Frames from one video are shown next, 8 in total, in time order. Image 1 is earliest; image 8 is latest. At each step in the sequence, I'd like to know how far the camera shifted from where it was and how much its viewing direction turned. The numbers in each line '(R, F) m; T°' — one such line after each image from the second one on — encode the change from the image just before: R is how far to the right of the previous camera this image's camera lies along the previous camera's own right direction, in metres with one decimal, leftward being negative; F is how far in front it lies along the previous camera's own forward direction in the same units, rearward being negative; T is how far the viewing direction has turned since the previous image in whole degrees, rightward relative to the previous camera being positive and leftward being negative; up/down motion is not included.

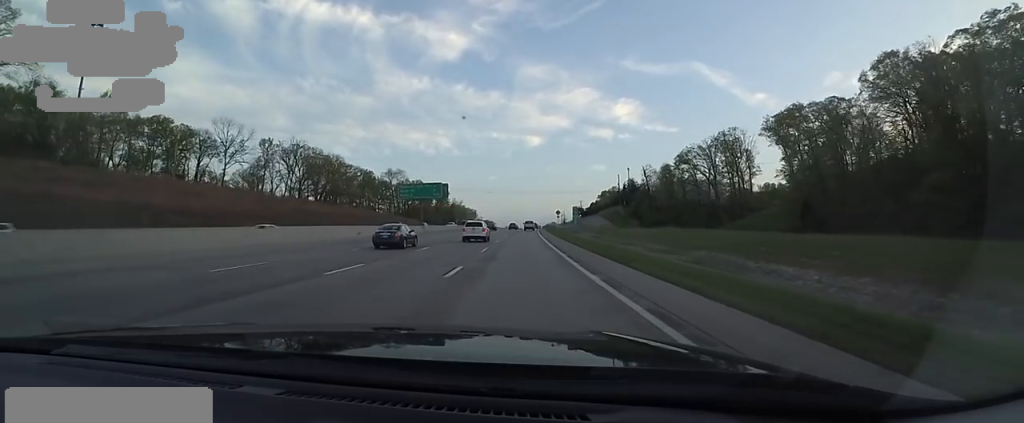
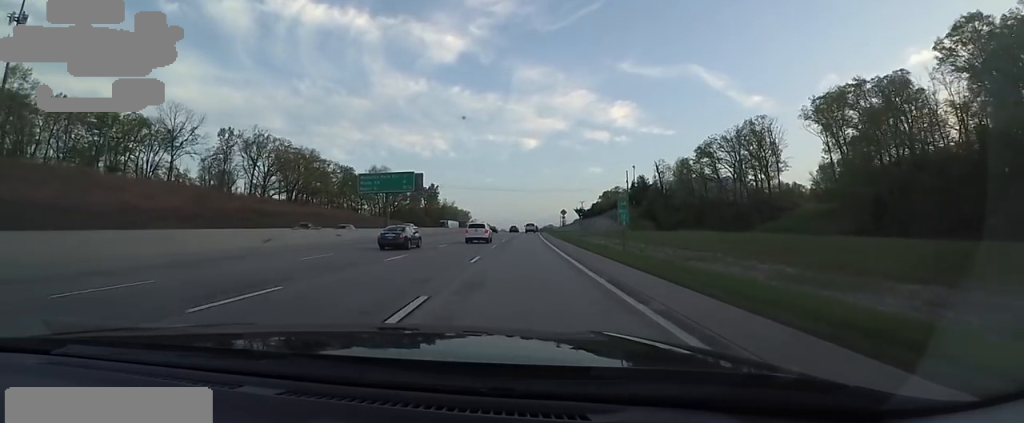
(+0.1, +18.3) m; 0°
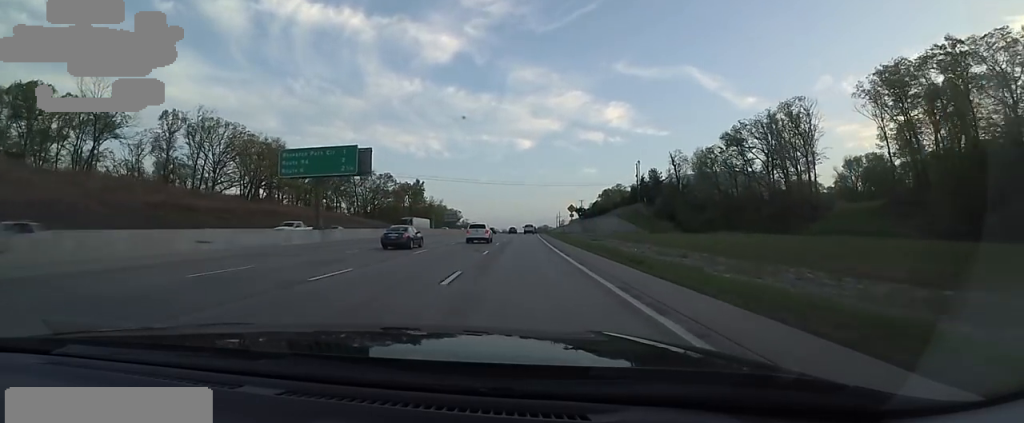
(+0.3, +19.0) m; 0°
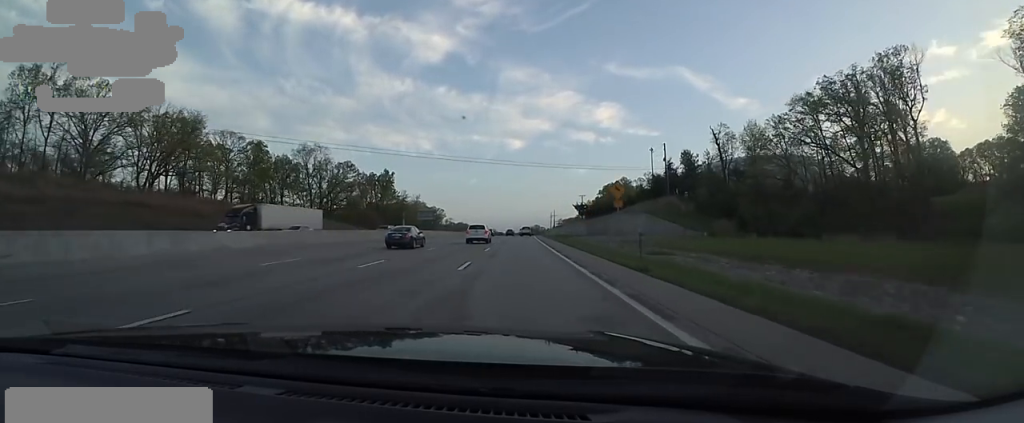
(-0.2, +32.7) m; 0°
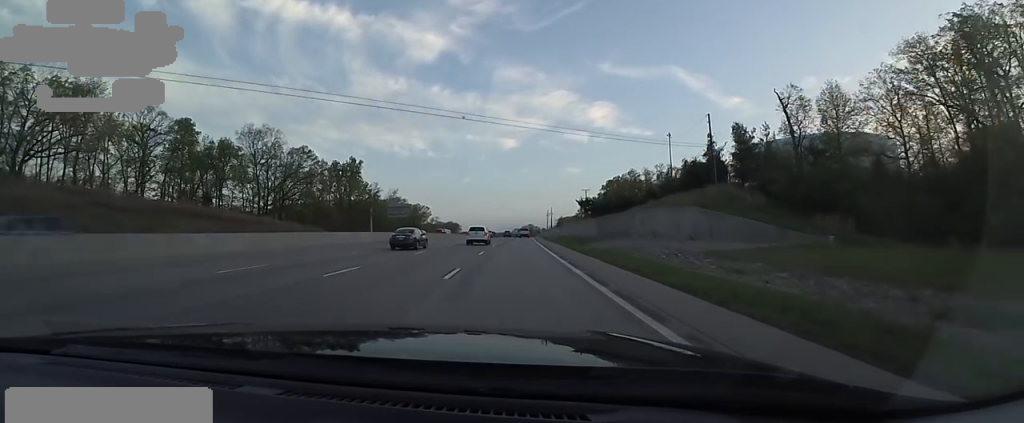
(+0.3, +27.5) m; +2°
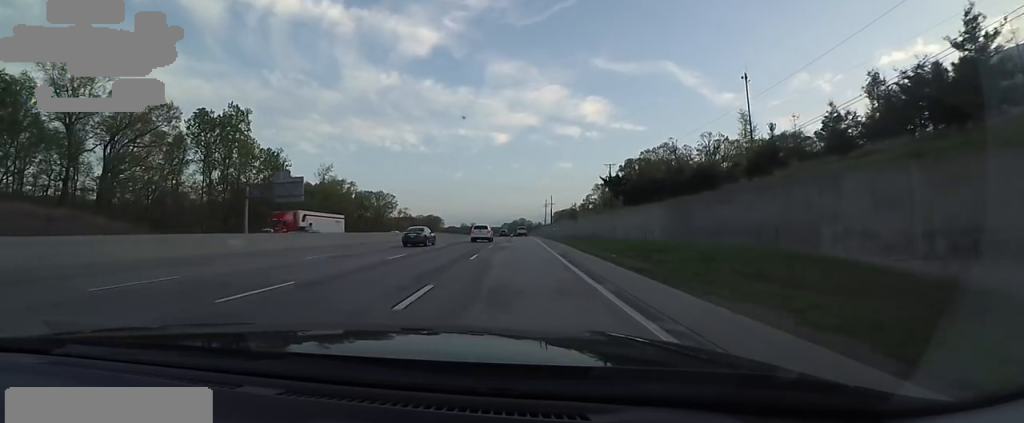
(+0.5, +56.2) m; -1°
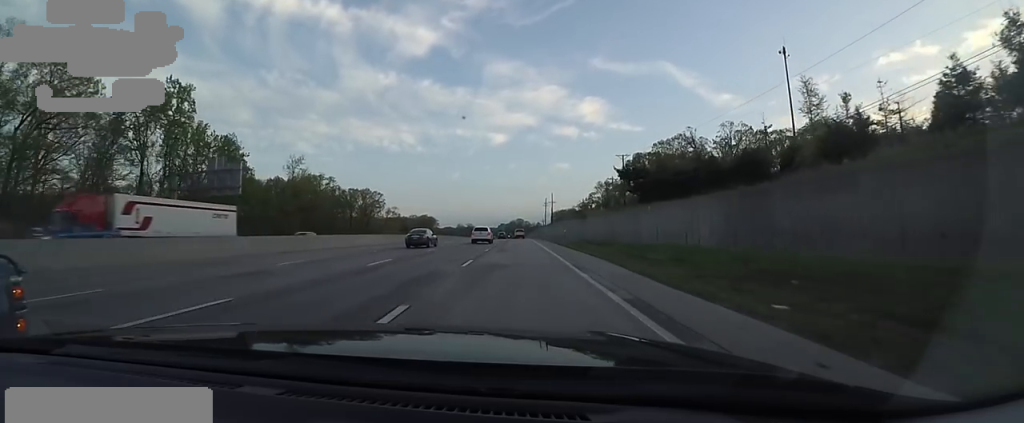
(0.0, +15.3) m; +1°
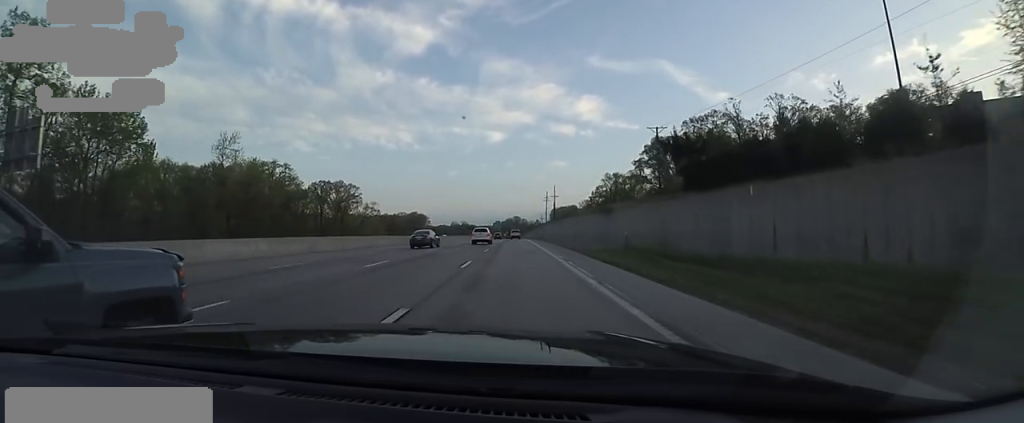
(+0.2, +24.9) m; +1°
